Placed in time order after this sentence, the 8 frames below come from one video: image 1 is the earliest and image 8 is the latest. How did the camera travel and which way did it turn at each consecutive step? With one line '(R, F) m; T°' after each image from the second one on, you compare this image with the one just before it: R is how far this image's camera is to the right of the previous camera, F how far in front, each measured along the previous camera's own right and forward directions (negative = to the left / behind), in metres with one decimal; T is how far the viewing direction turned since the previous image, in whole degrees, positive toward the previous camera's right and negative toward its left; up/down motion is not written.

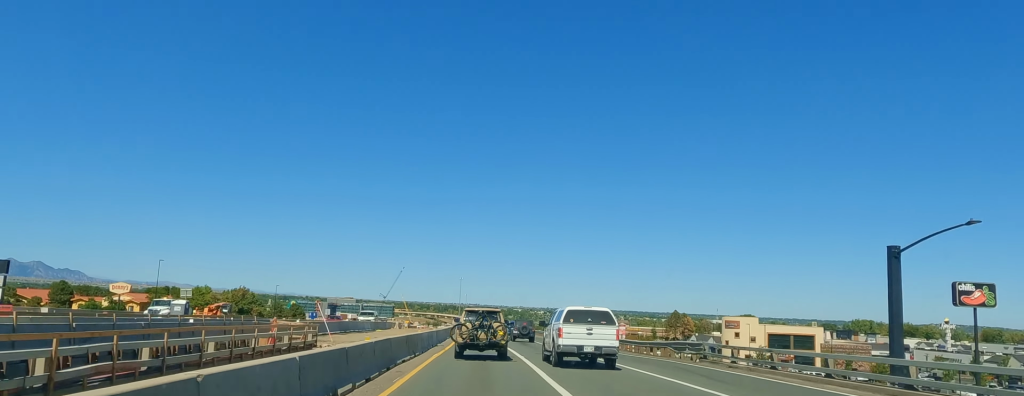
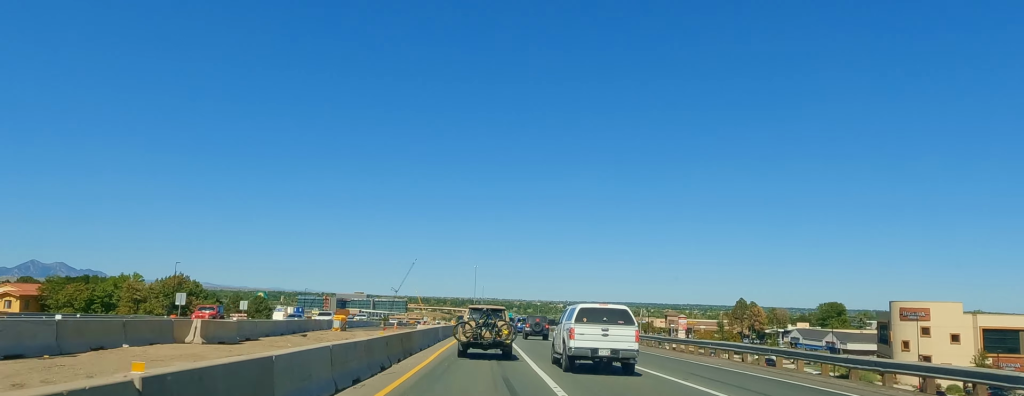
(-0.8, +67.8) m; -1°
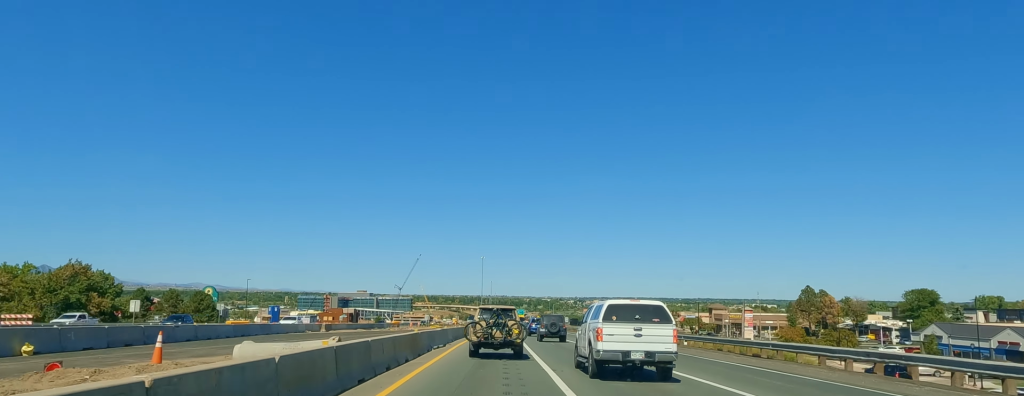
(0.0, +51.6) m; 0°
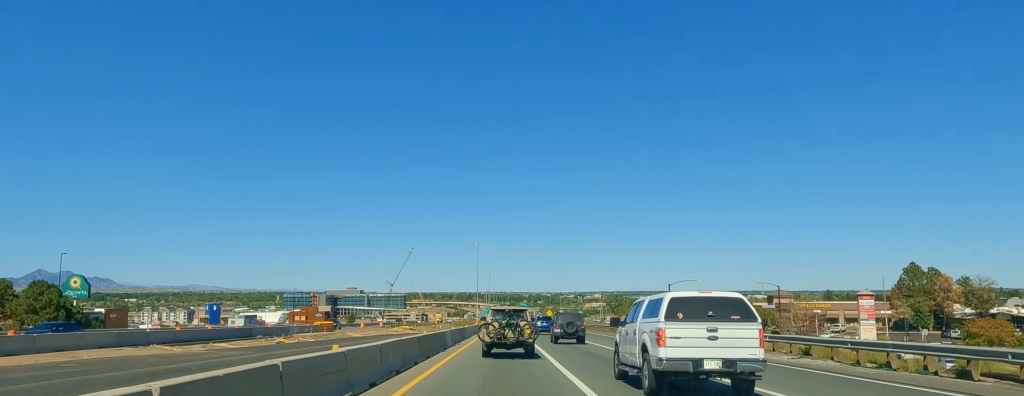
(-0.1, +59.2) m; +1°
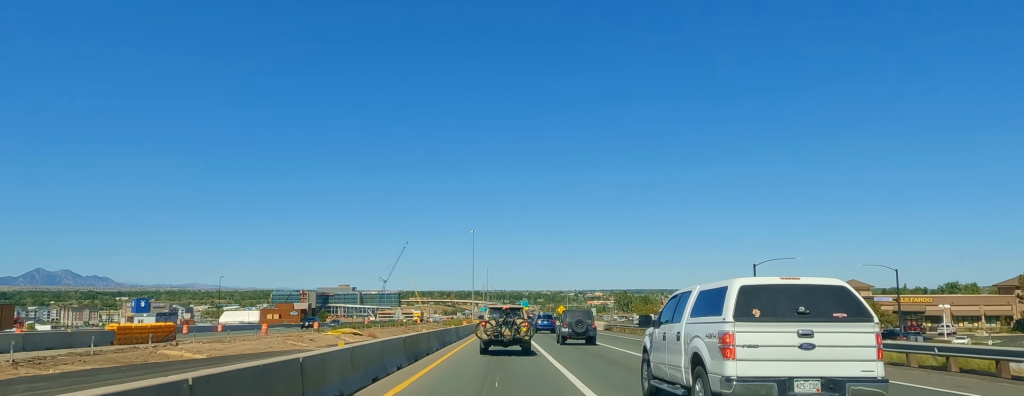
(+0.4, +43.2) m; +1°
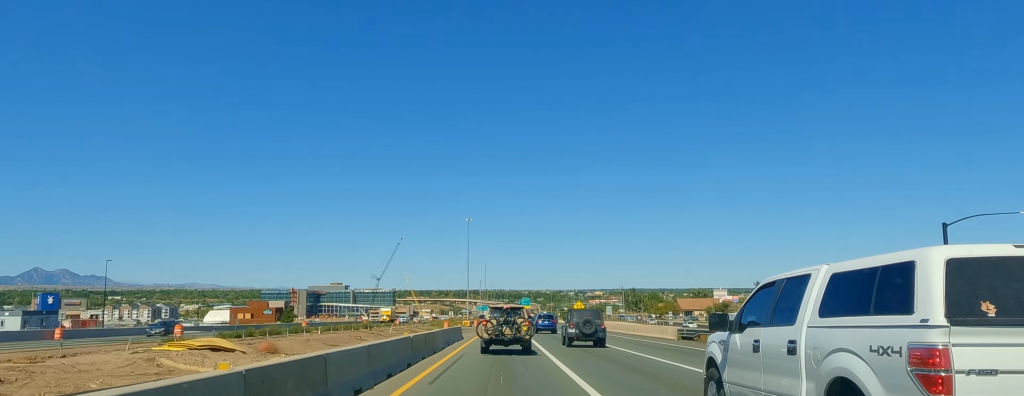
(0.0, +35.3) m; 0°
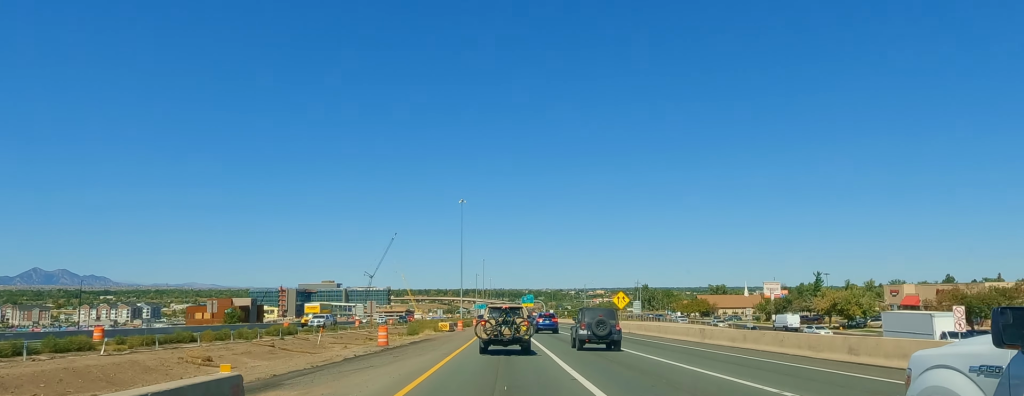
(0.0, +39.9) m; -1°
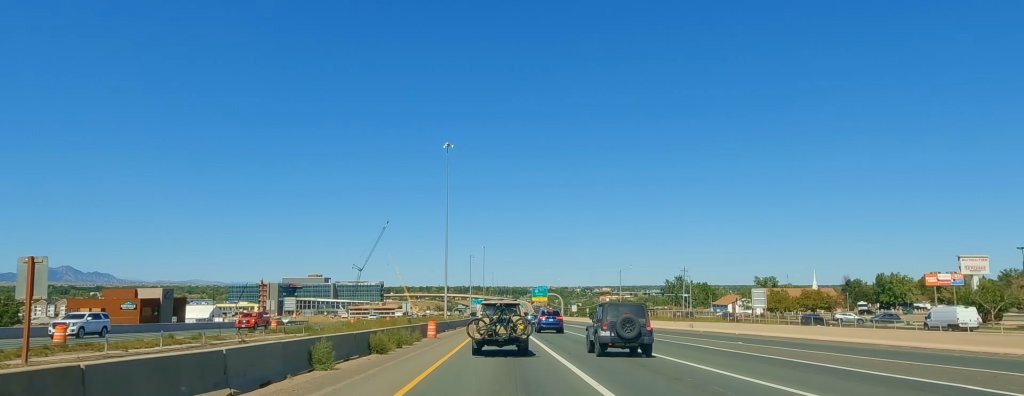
(-0.9, +69.9) m; -1°
